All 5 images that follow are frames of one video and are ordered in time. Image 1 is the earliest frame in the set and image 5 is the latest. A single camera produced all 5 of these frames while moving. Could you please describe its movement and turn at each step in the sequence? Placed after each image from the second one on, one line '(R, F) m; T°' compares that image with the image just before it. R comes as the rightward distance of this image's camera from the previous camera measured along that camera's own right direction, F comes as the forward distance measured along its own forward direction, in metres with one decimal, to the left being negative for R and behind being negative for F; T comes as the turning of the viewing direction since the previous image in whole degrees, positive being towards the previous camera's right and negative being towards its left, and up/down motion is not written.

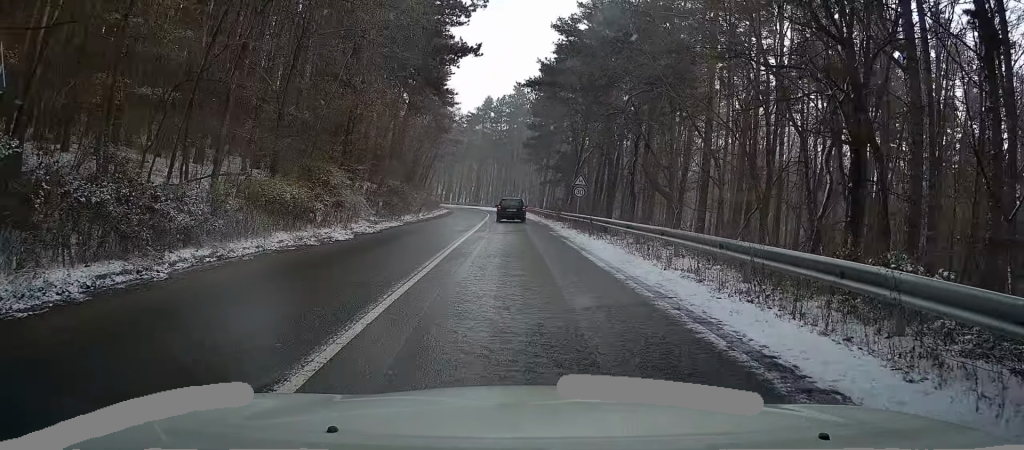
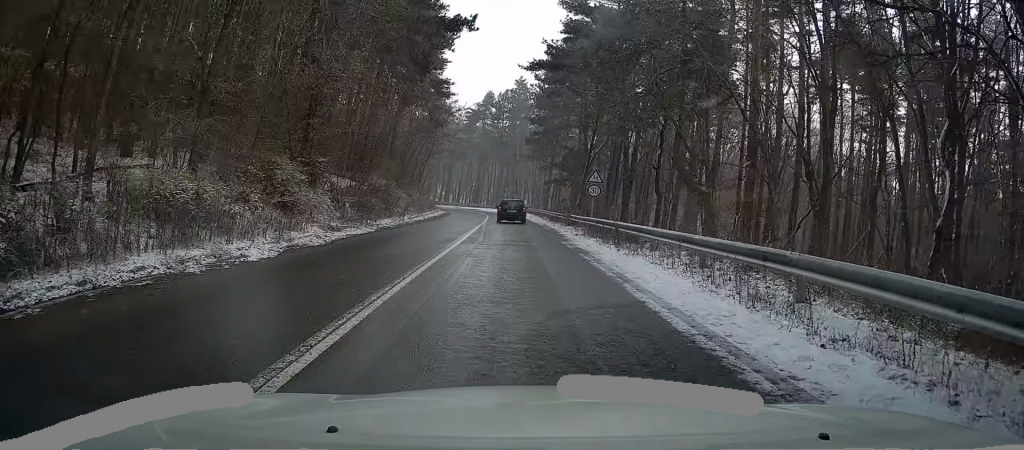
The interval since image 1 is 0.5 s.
(-0.1, +5.6) m; -1°
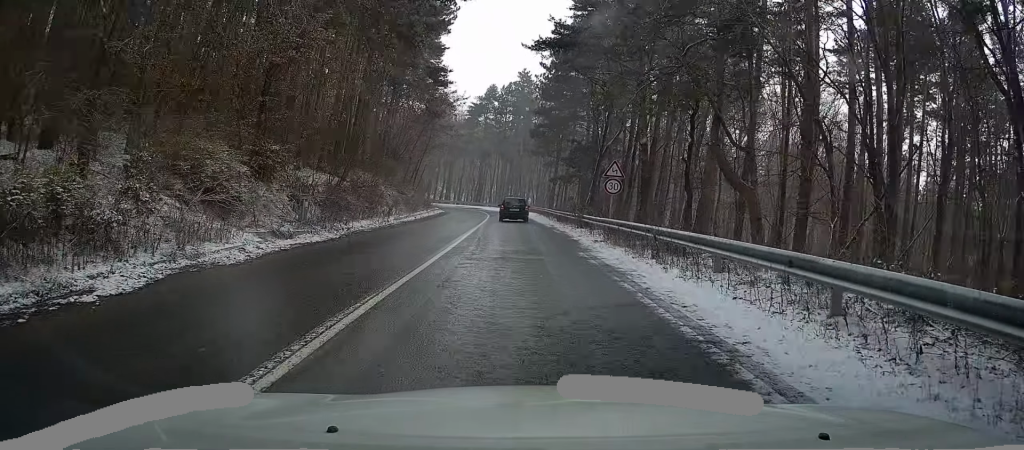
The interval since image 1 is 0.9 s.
(0.0, +4.7) m; 0°
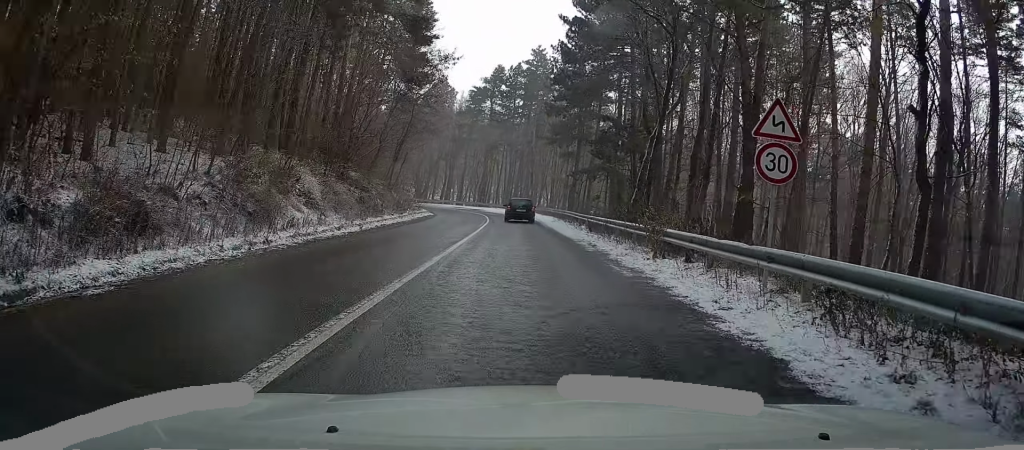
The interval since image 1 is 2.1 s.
(+0.1, +14.3) m; +2°
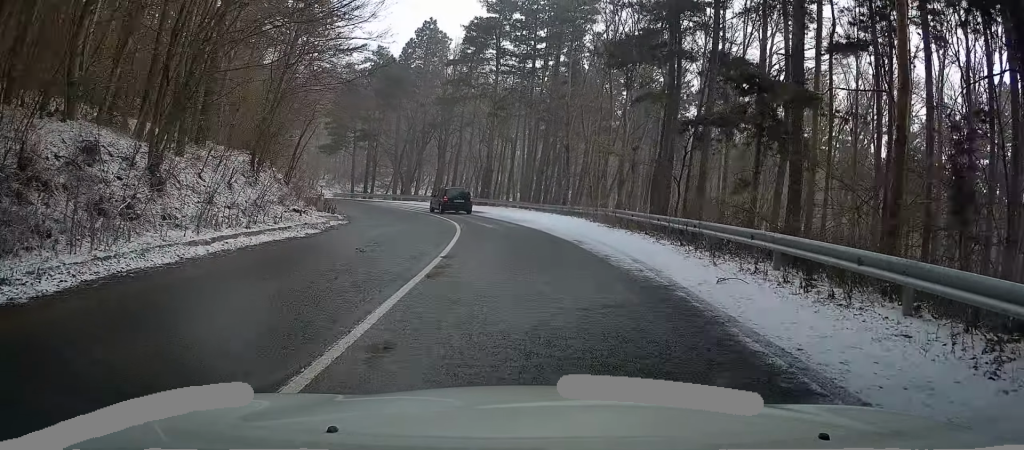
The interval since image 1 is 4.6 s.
(+0.3, +30.8) m; -4°
